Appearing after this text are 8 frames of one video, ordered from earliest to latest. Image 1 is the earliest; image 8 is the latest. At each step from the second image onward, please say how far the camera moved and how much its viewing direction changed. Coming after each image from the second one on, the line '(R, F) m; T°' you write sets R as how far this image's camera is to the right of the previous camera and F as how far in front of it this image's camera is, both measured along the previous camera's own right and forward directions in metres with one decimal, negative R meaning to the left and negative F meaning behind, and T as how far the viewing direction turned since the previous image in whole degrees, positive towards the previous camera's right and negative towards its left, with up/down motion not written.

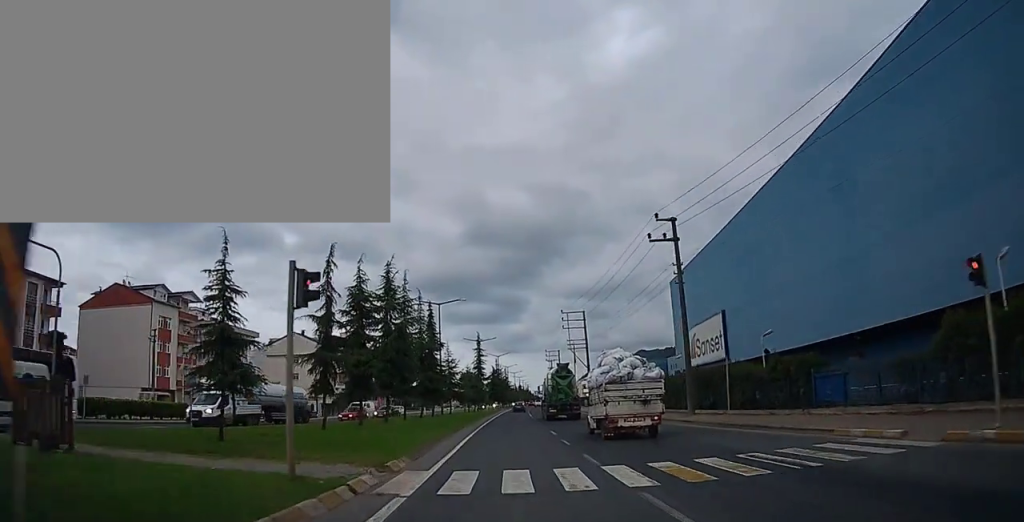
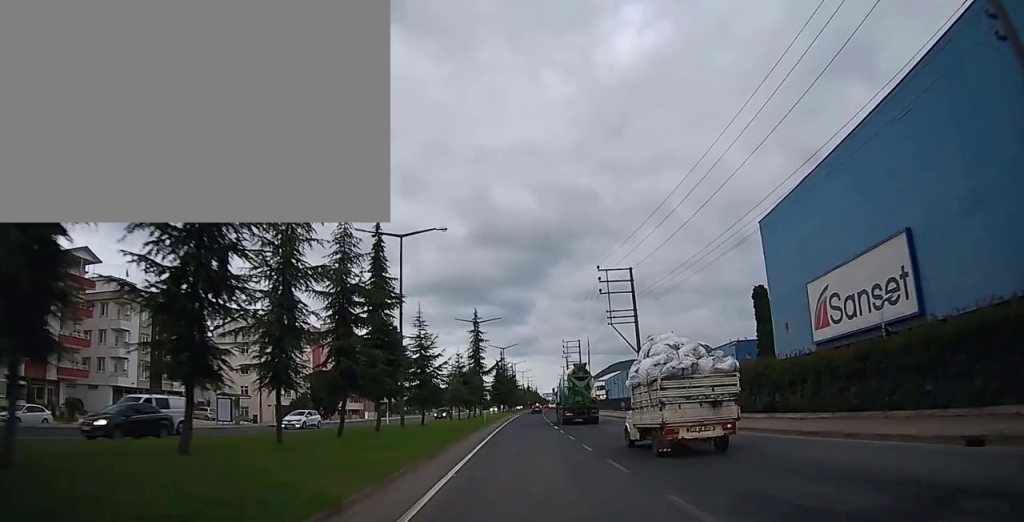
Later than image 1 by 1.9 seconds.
(-0.7, +22.5) m; -1°
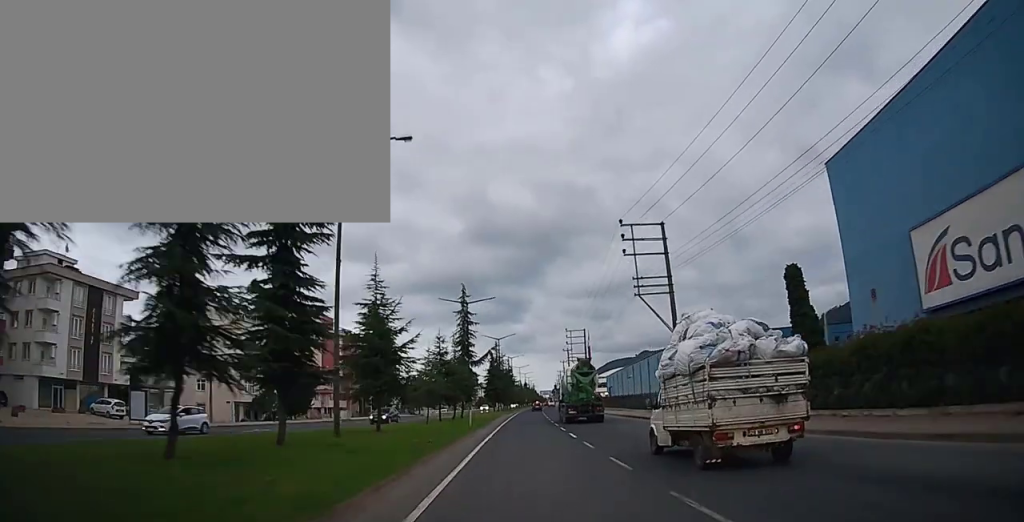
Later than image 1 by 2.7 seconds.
(+0.1, +10.8) m; +1°
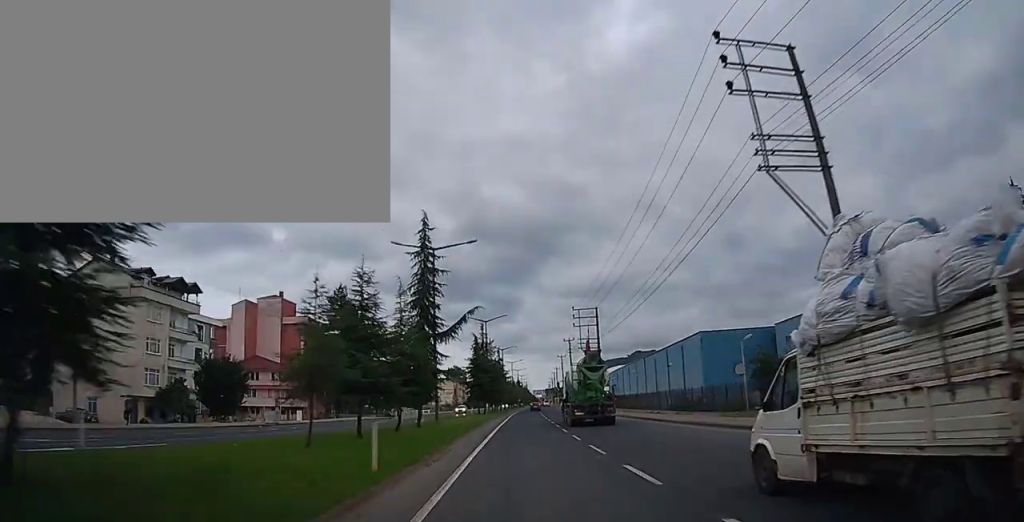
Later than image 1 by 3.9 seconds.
(0.0, +19.6) m; 0°
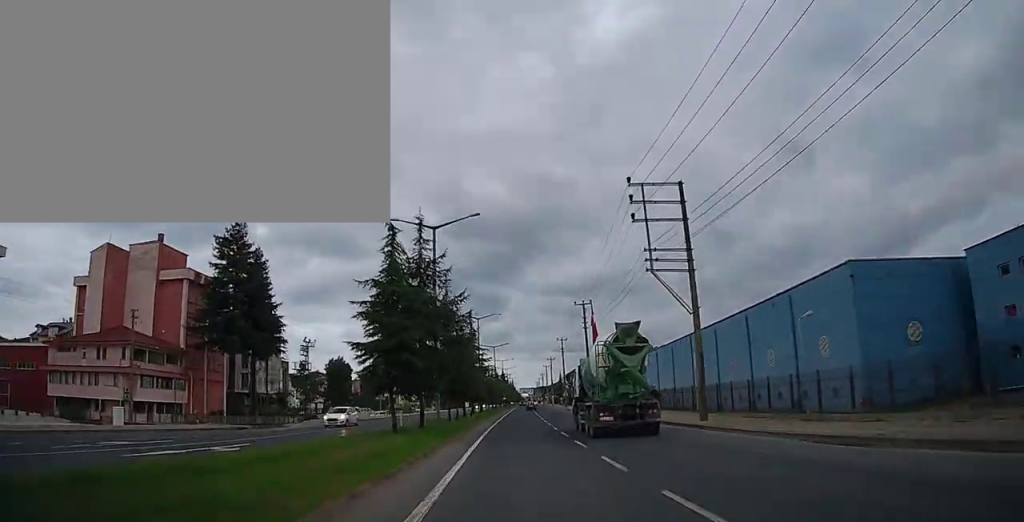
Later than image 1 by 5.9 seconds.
(+0.7, +36.9) m; +2°
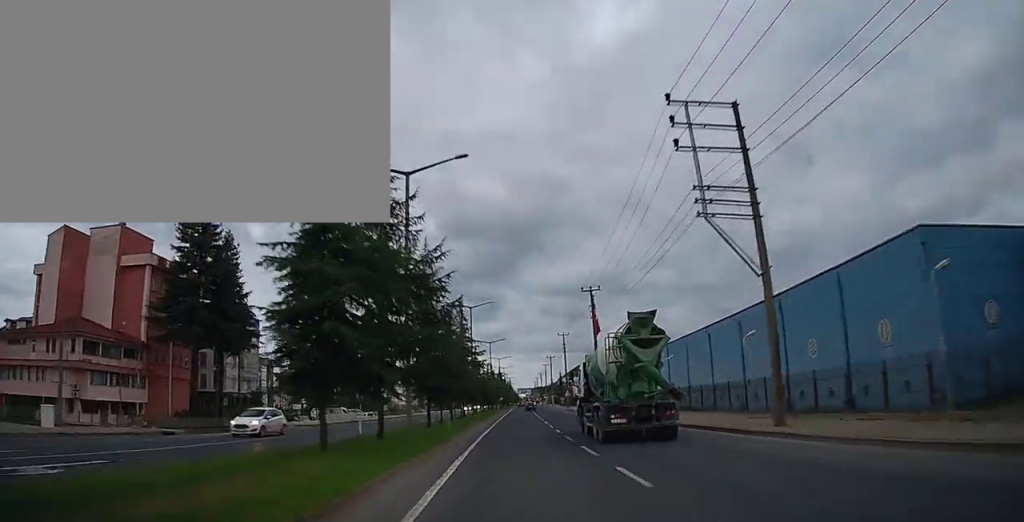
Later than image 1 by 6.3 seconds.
(0.0, +8.8) m; 0°
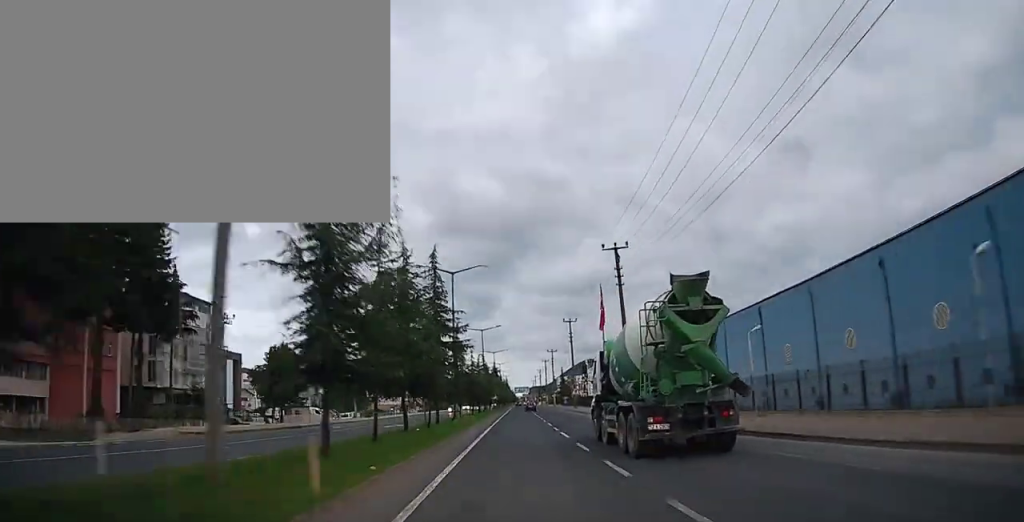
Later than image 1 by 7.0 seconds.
(+0.1, +15.7) m; 0°
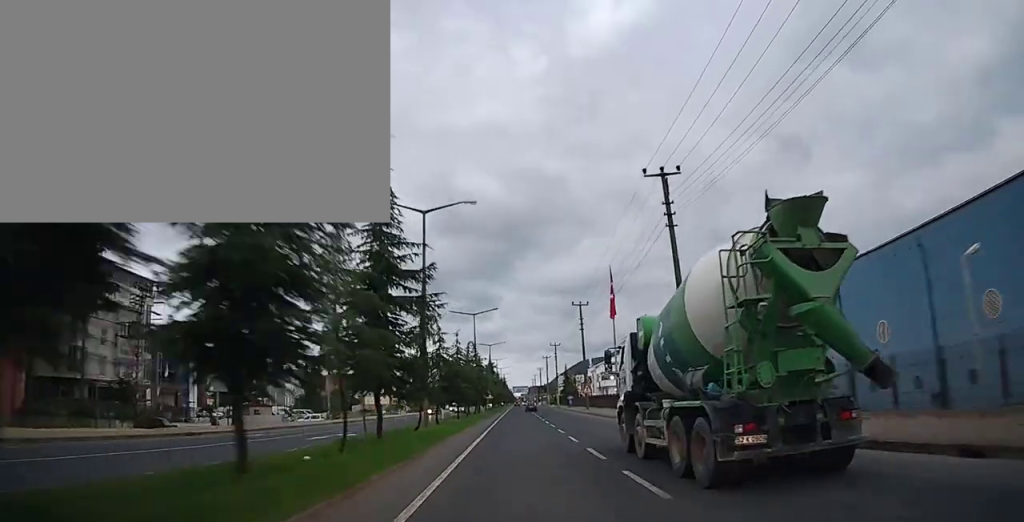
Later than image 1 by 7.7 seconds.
(+0.1, +14.1) m; 0°
